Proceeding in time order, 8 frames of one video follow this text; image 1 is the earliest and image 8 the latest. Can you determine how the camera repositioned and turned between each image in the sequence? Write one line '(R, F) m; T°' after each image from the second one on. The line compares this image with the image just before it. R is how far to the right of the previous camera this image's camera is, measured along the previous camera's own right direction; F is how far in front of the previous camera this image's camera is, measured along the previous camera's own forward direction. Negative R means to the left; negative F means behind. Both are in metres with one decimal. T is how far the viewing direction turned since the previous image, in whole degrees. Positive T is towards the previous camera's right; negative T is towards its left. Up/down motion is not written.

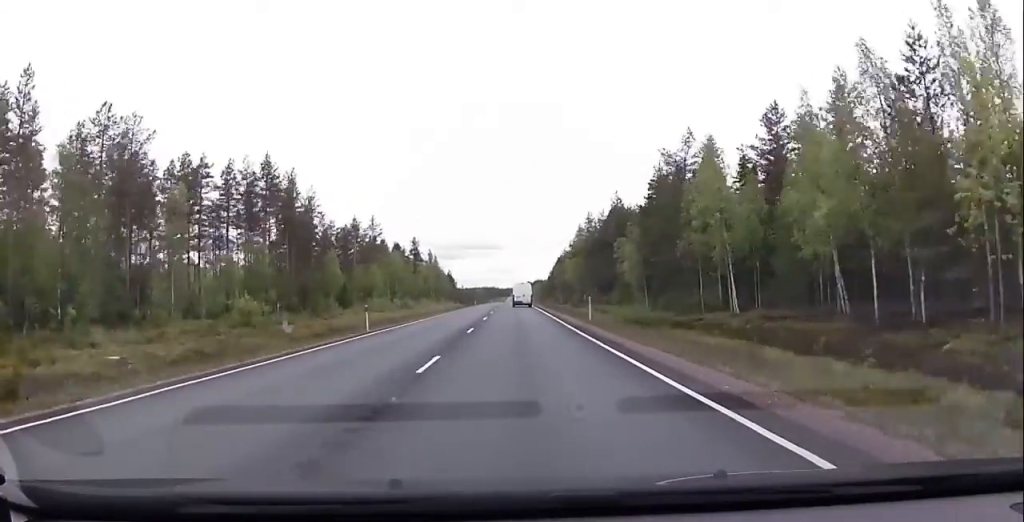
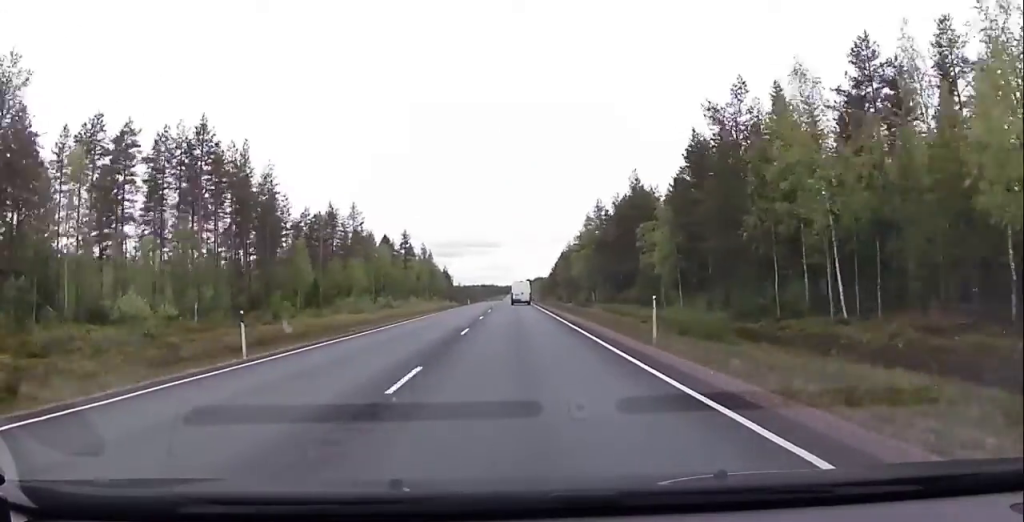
(-0.2, +14.5) m; 0°
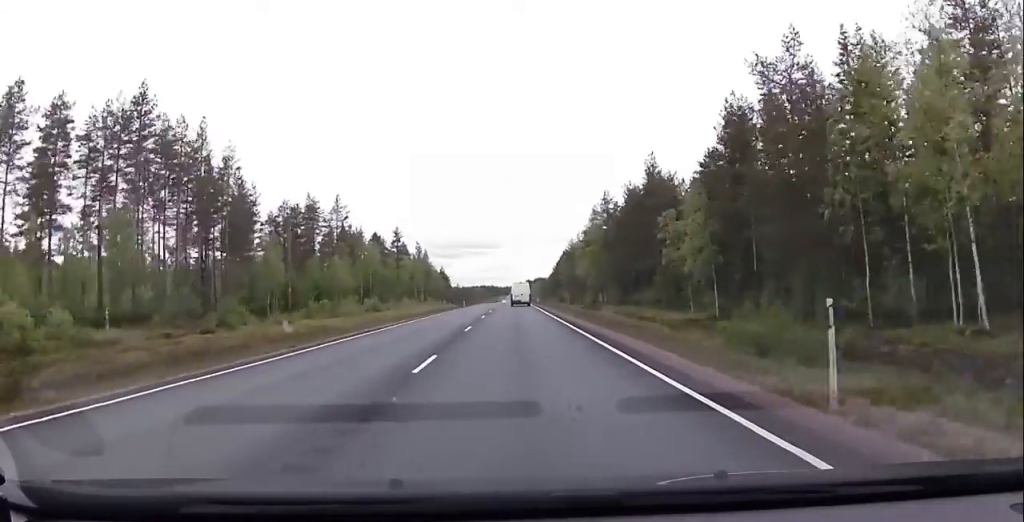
(+0.2, +9.7) m; 0°
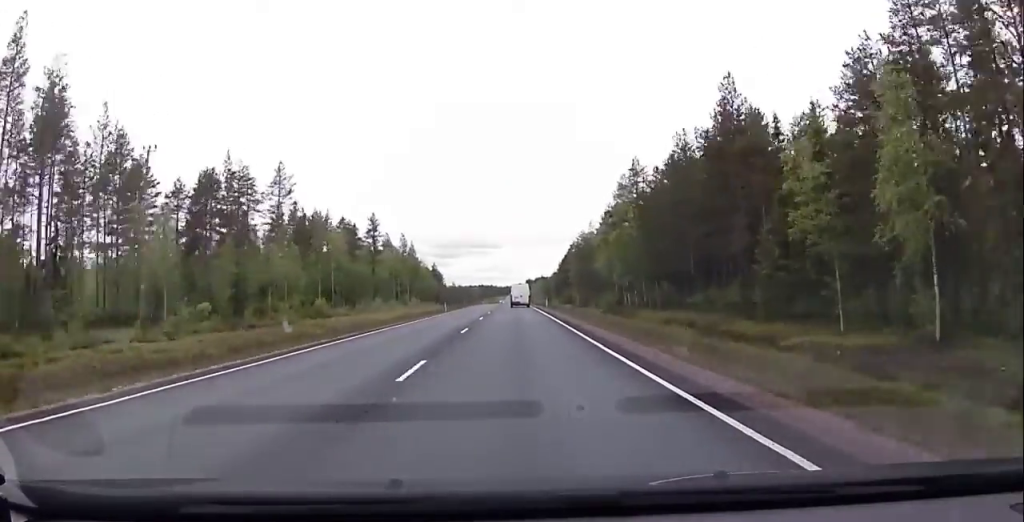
(+0.3, +25.0) m; 0°
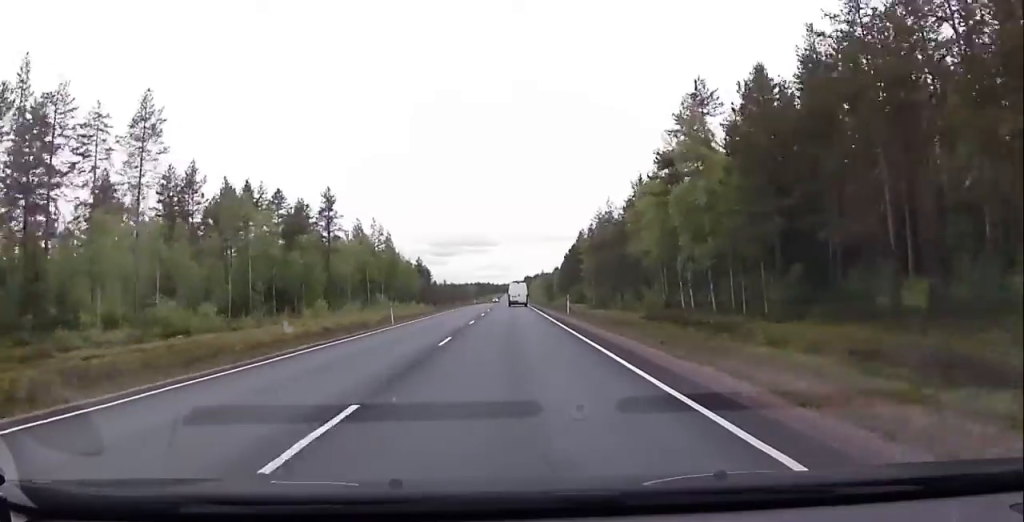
(-0.4, +29.0) m; -1°
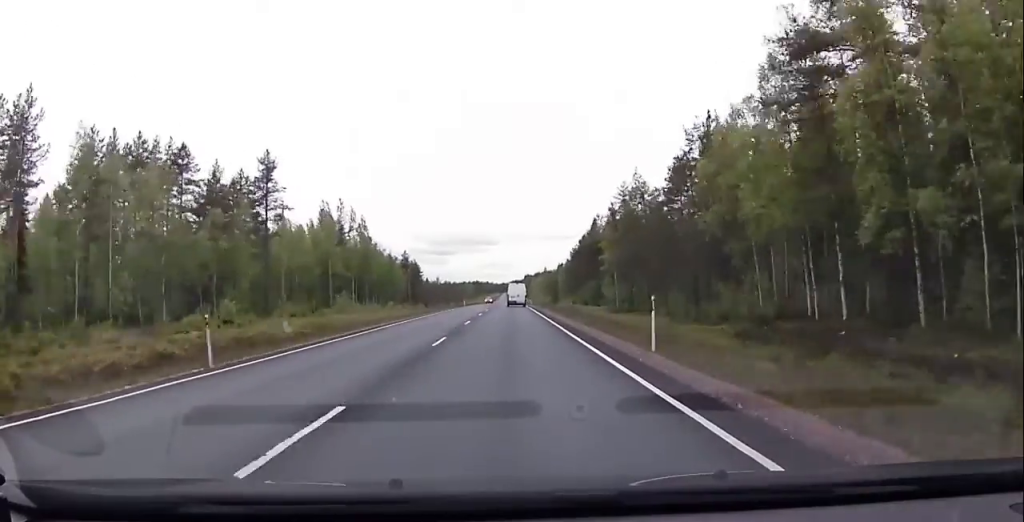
(+0.3, +24.2) m; +1°
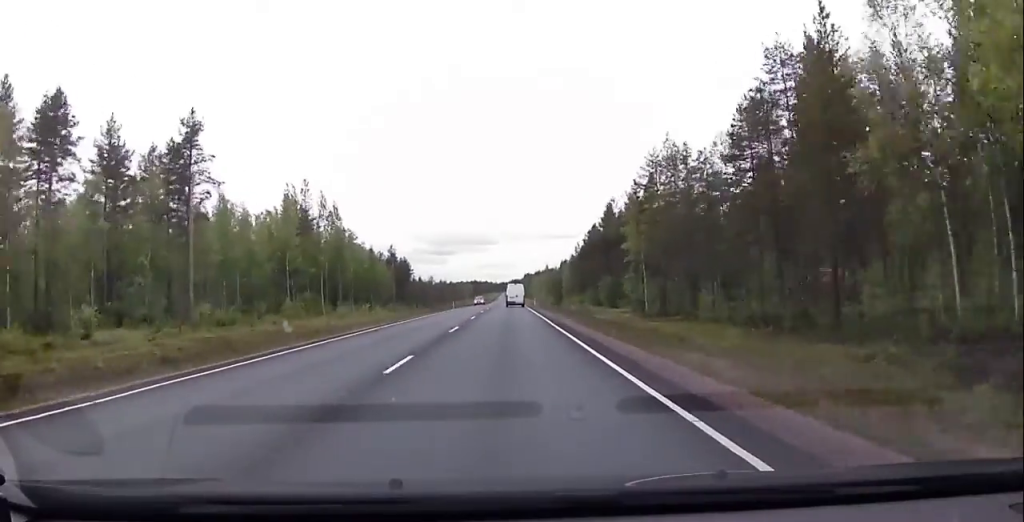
(+0.1, +17.8) m; 0°
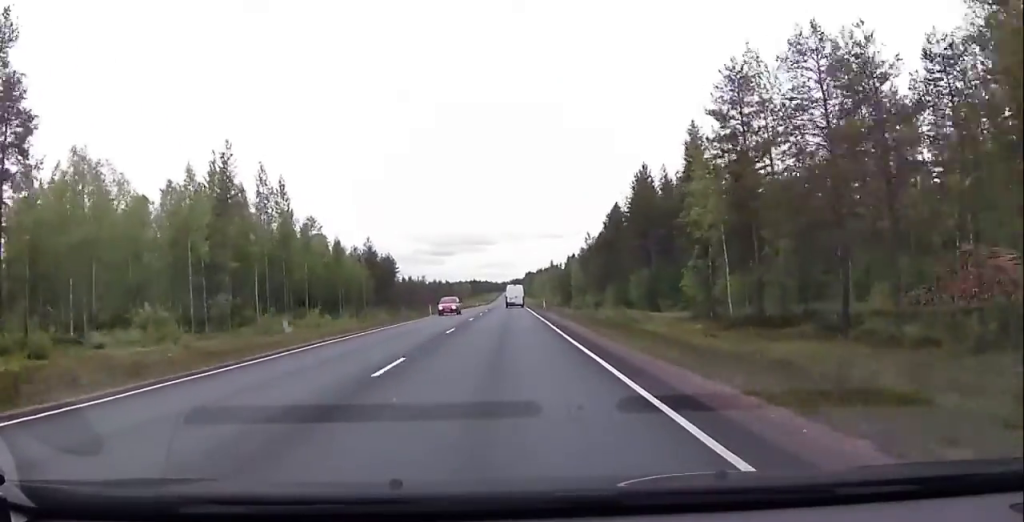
(0.0, +24.3) m; 0°
